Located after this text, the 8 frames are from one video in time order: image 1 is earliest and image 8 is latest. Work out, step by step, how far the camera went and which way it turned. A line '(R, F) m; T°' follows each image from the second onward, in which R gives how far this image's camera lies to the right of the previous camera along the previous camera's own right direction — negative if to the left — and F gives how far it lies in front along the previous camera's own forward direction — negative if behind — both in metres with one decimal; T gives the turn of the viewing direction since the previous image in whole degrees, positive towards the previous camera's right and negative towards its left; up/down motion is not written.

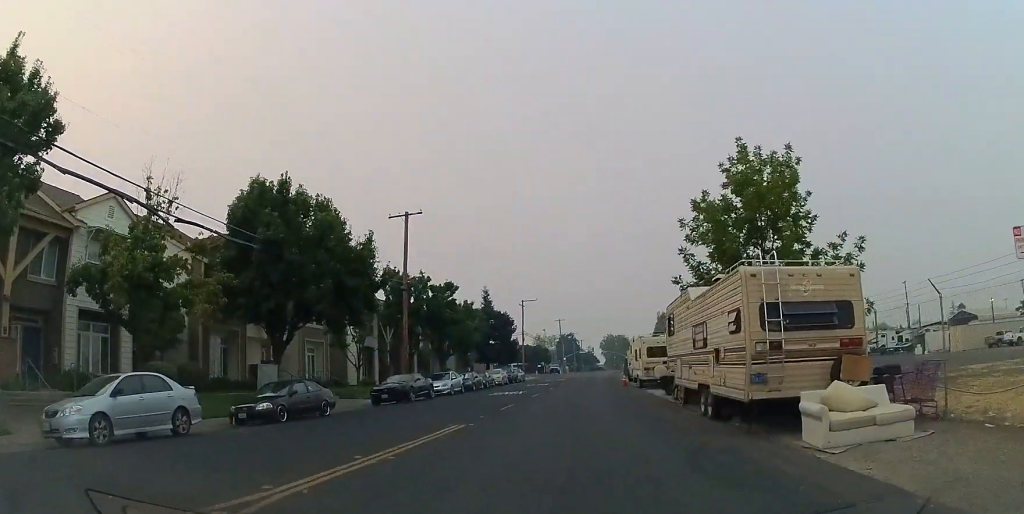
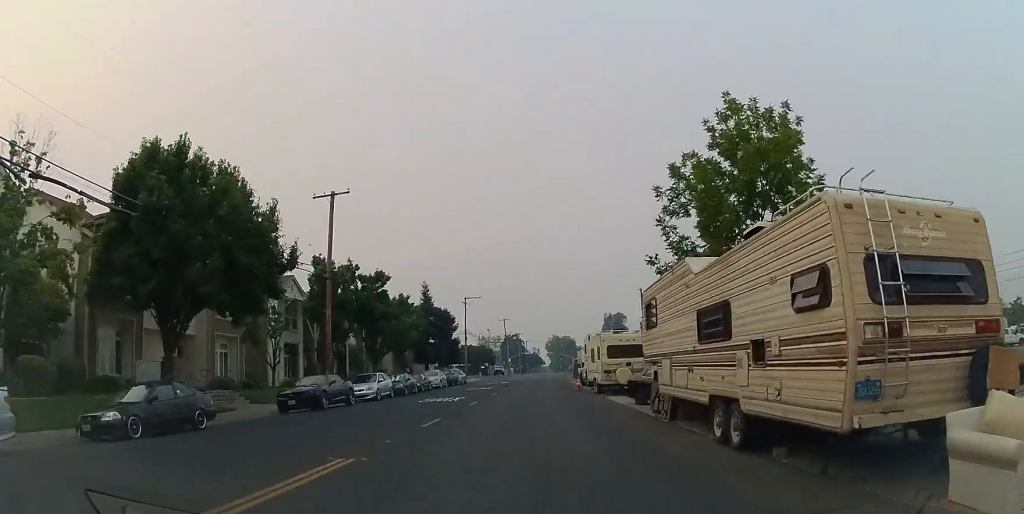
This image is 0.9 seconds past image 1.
(+0.4, +4.4) m; +6°
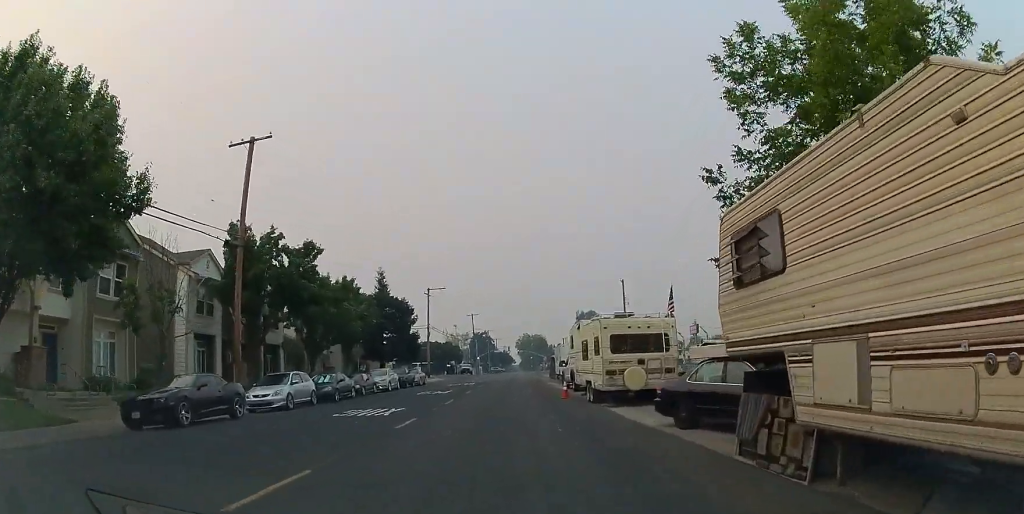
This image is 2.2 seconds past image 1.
(+0.3, +7.9) m; +2°
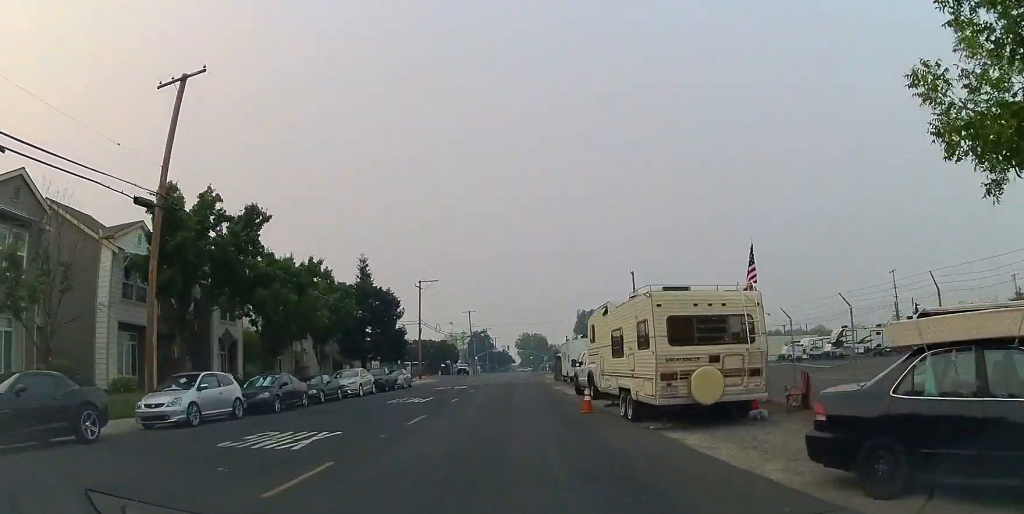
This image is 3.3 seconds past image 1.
(0.0, +6.9) m; 0°
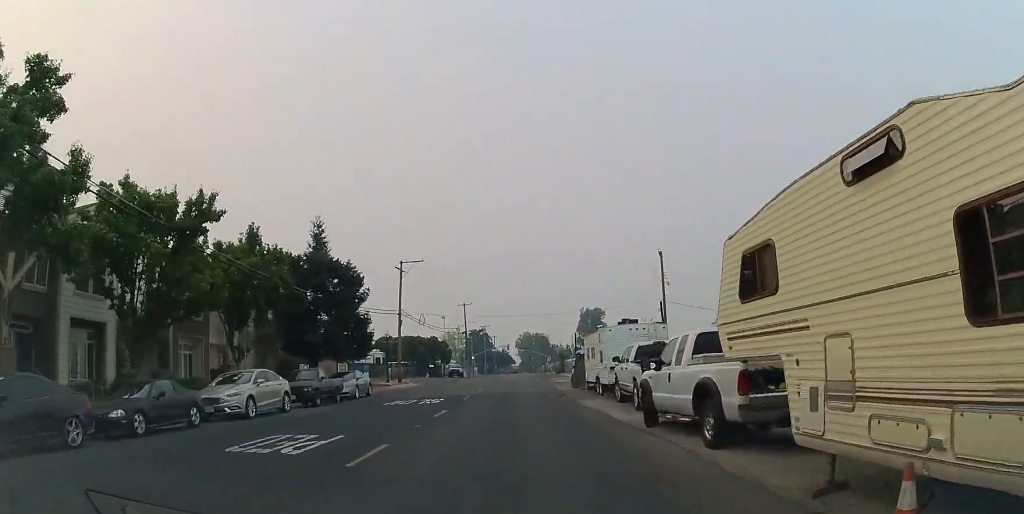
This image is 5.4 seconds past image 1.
(0.0, +13.5) m; 0°
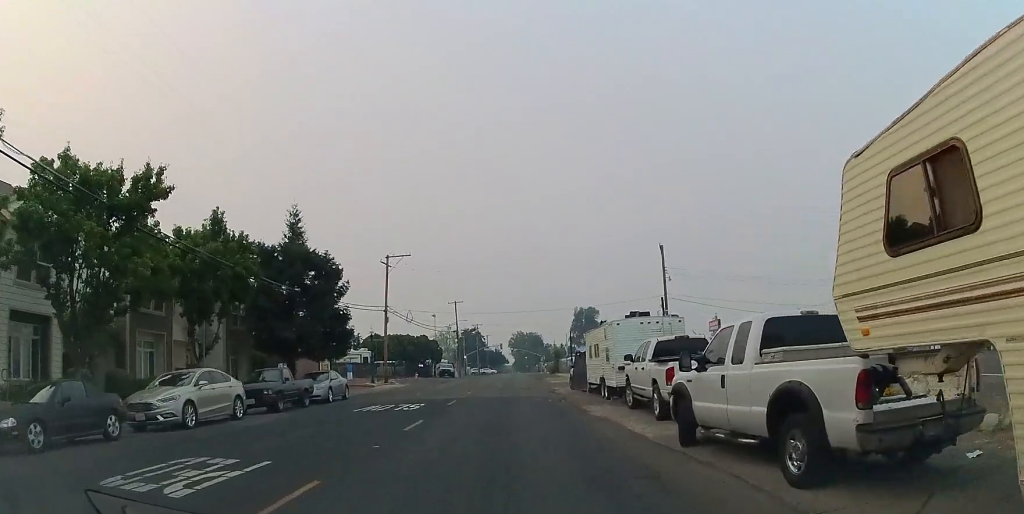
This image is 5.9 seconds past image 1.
(0.0, +3.3) m; 0°
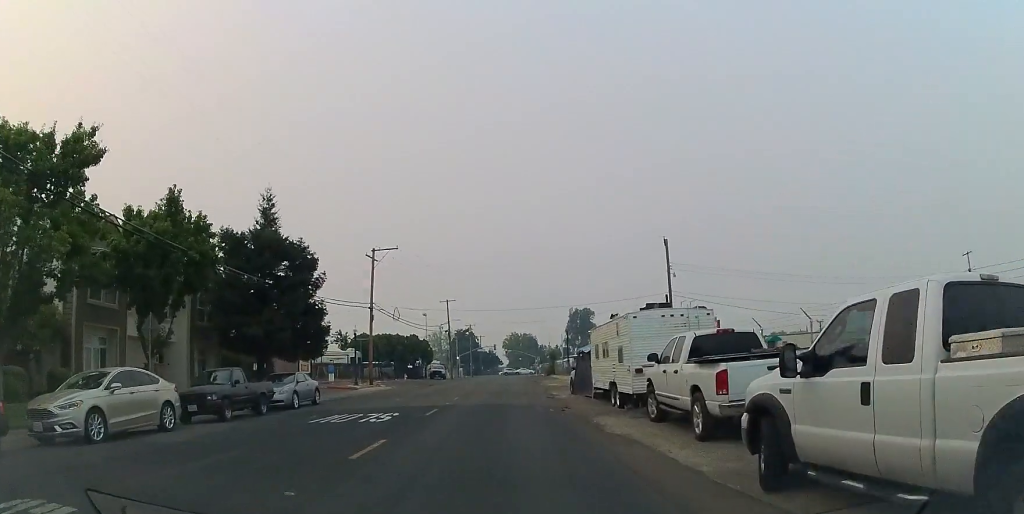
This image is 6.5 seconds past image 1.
(0.0, +3.6) m; 0°
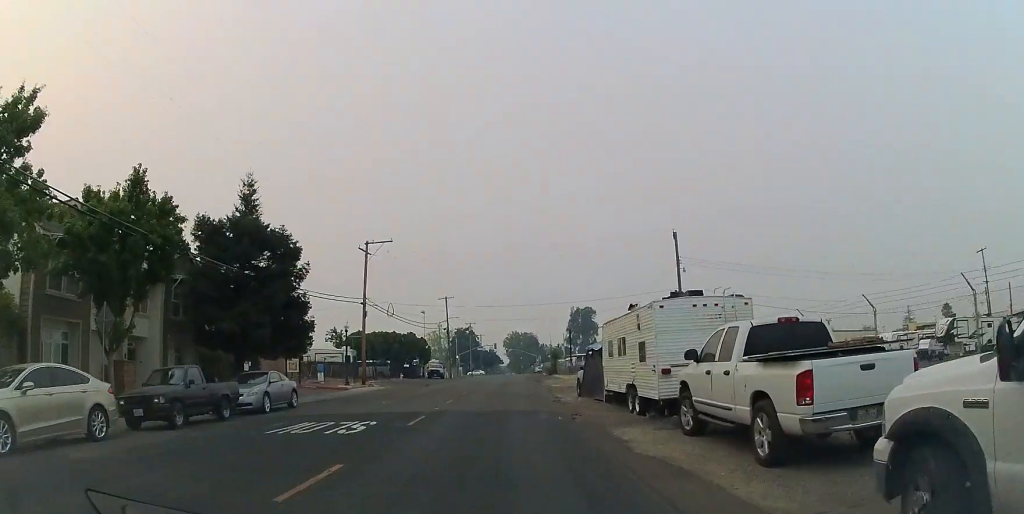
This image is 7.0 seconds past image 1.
(0.0, +2.8) m; 0°
